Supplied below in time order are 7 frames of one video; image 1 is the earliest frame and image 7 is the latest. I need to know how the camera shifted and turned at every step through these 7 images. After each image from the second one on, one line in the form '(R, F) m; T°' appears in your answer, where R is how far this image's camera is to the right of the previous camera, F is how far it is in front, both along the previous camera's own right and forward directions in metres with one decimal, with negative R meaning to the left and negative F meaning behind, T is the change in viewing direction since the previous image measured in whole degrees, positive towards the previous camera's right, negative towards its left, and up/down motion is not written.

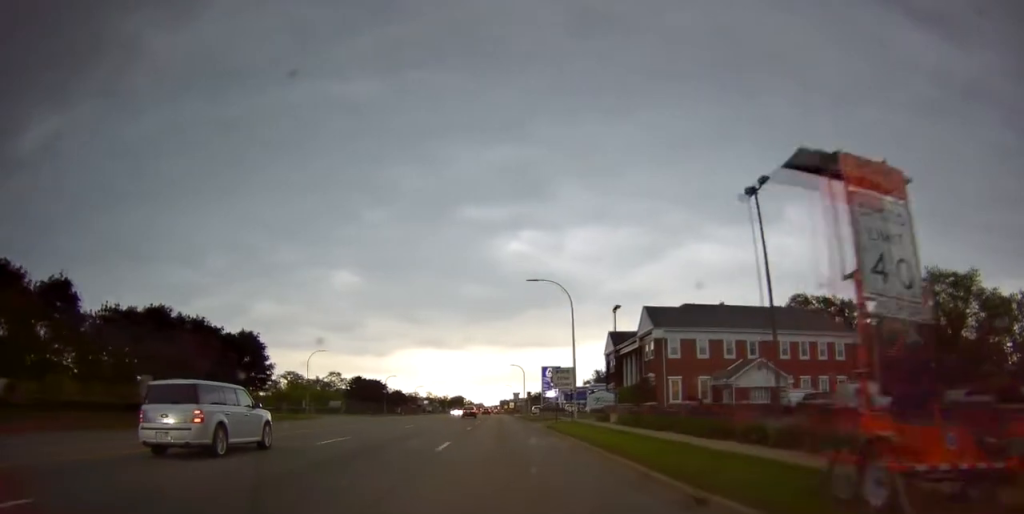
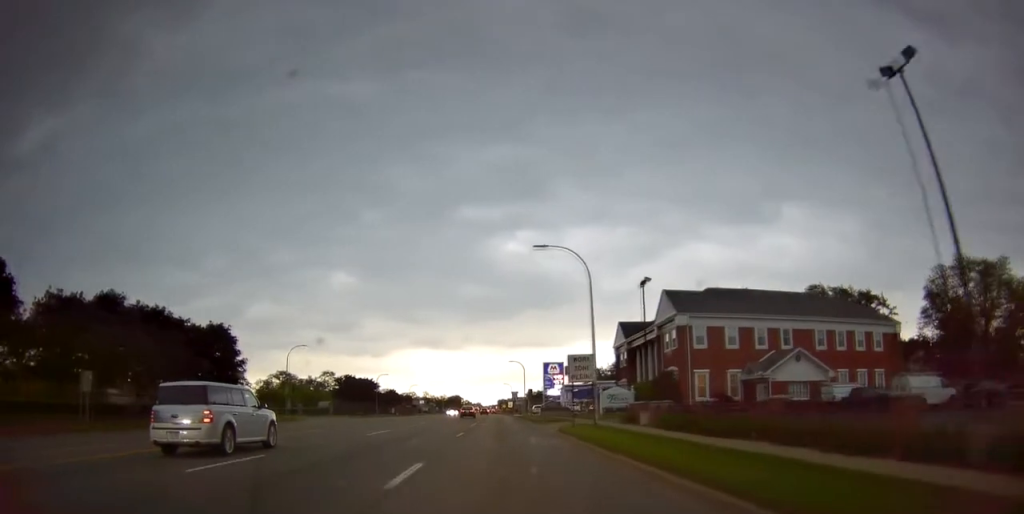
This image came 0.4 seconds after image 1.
(+0.3, +7.6) m; +1°
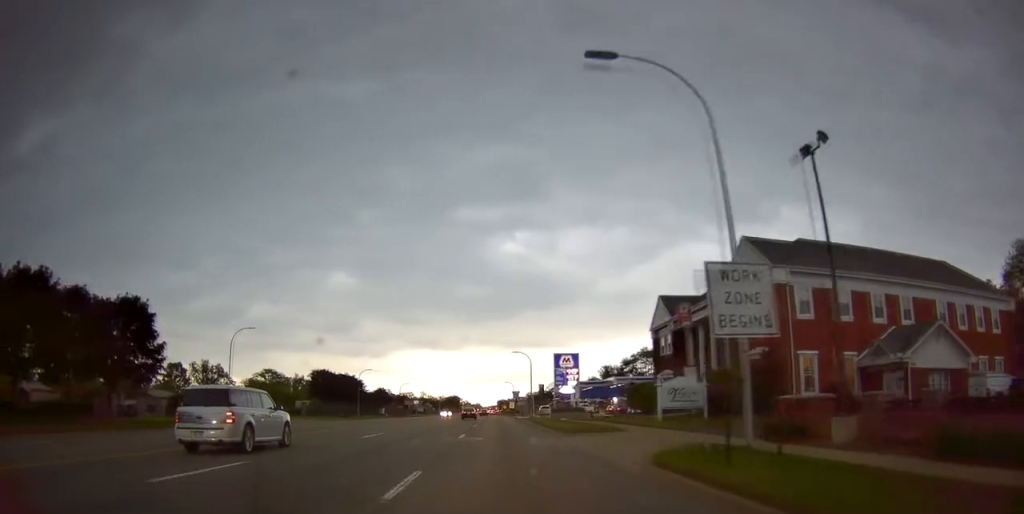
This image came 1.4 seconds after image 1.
(-0.5, +16.5) m; -2°
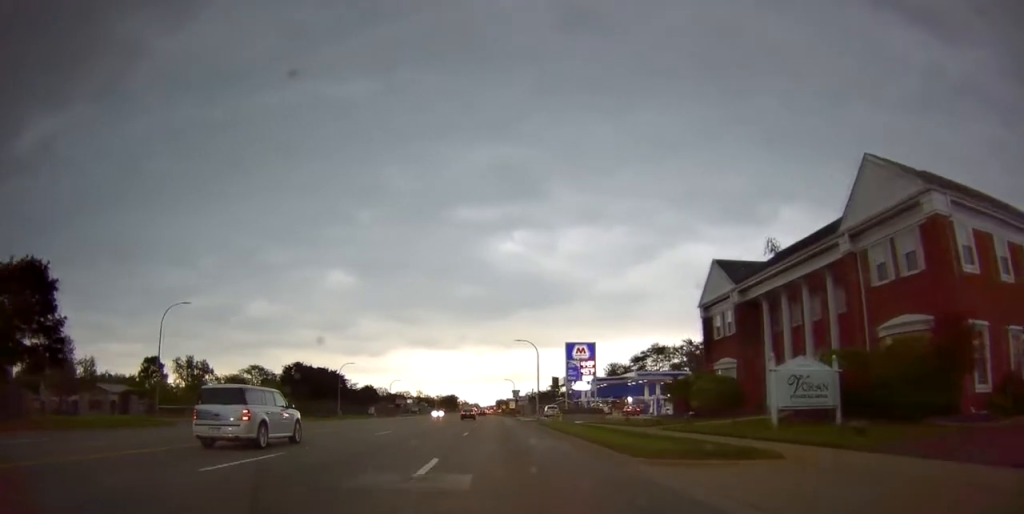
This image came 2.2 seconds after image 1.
(0.0, +13.3) m; -1°
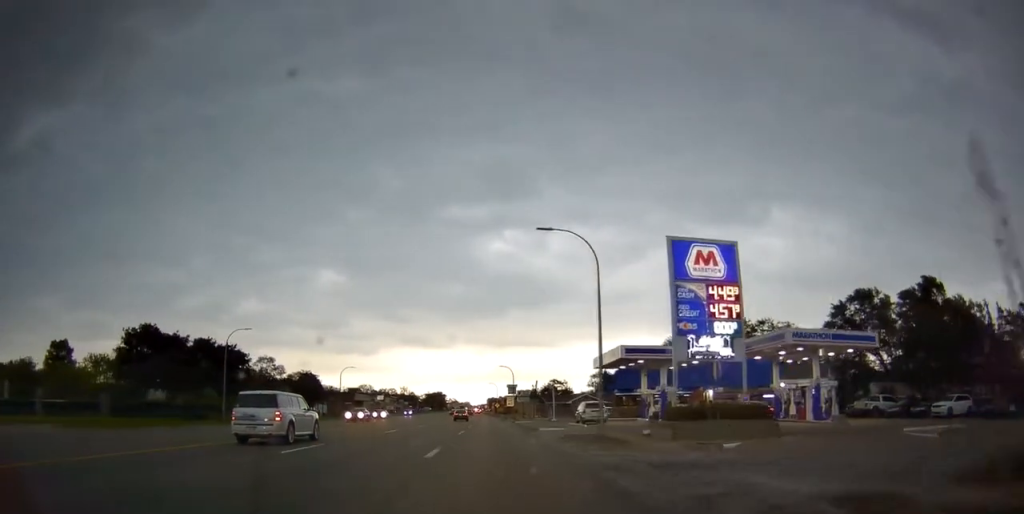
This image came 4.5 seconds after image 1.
(-0.2, +39.8) m; +3°
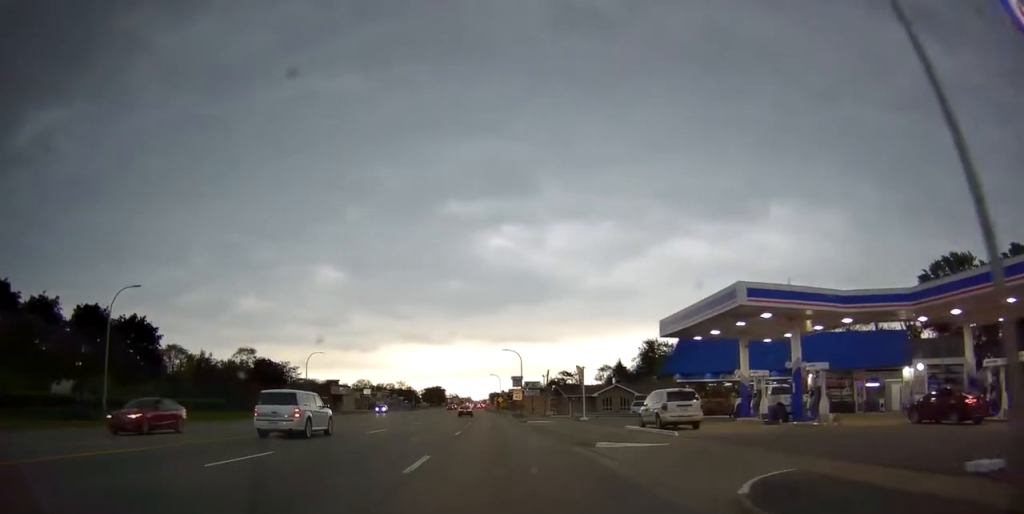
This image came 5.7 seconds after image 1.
(+0.4, +18.9) m; 0°
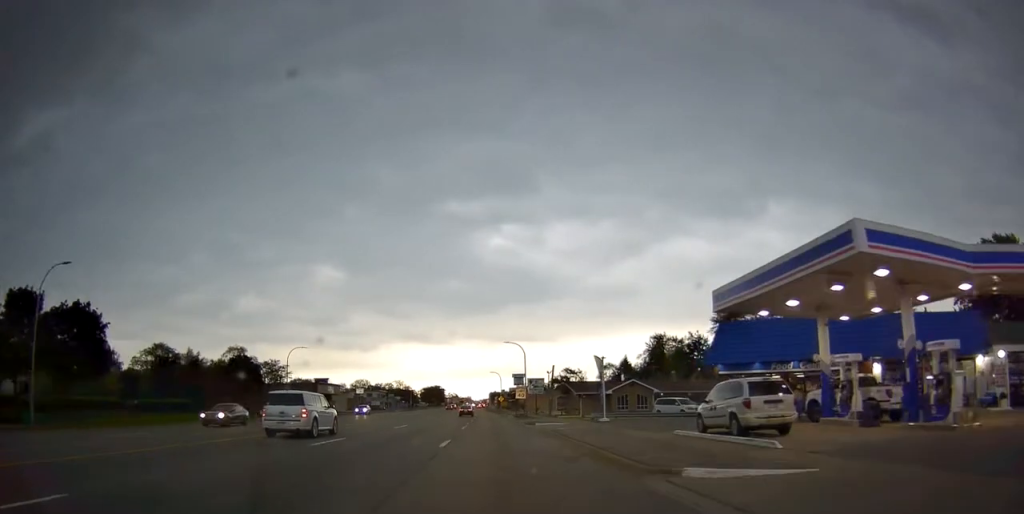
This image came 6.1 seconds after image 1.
(-0.1, +7.4) m; 0°
